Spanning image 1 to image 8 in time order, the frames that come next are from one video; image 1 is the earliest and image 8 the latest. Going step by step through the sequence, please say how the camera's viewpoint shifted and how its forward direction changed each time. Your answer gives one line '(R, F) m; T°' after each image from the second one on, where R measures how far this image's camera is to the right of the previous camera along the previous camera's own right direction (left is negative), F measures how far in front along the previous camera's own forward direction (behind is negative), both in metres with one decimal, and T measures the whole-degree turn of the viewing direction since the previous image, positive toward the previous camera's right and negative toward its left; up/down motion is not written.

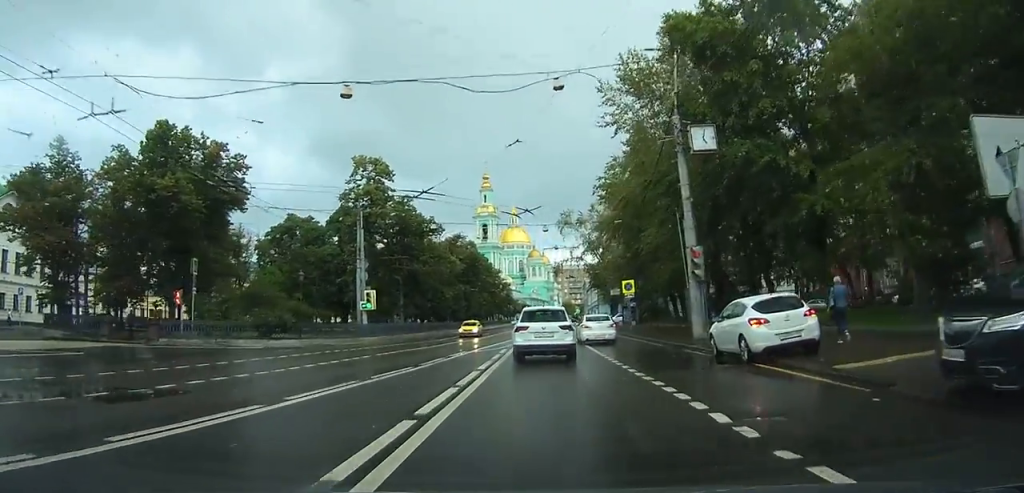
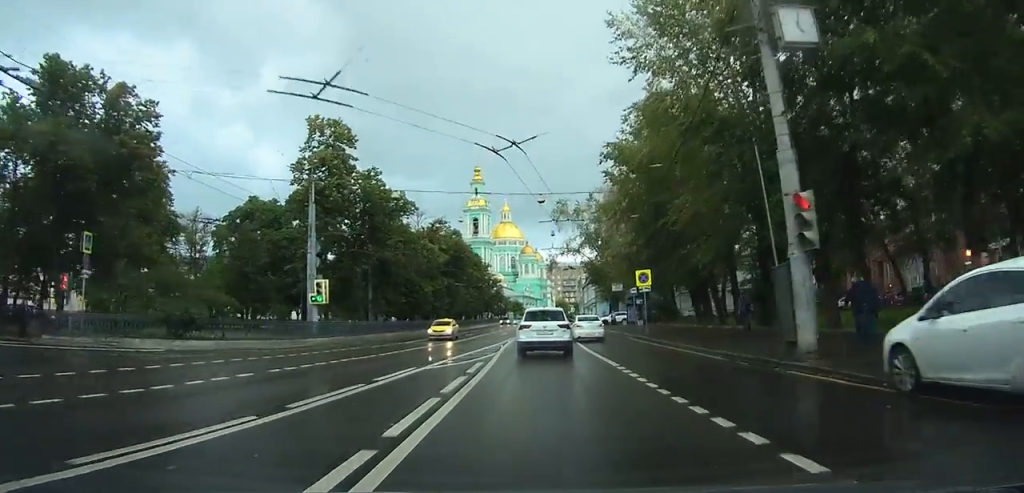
(0.0, +8.1) m; +1°
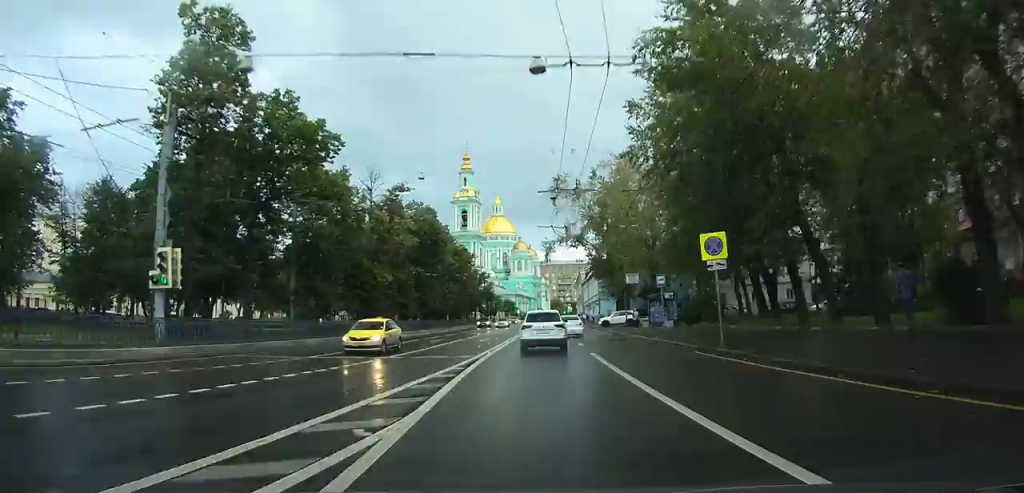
(+0.3, +14.2) m; +2°
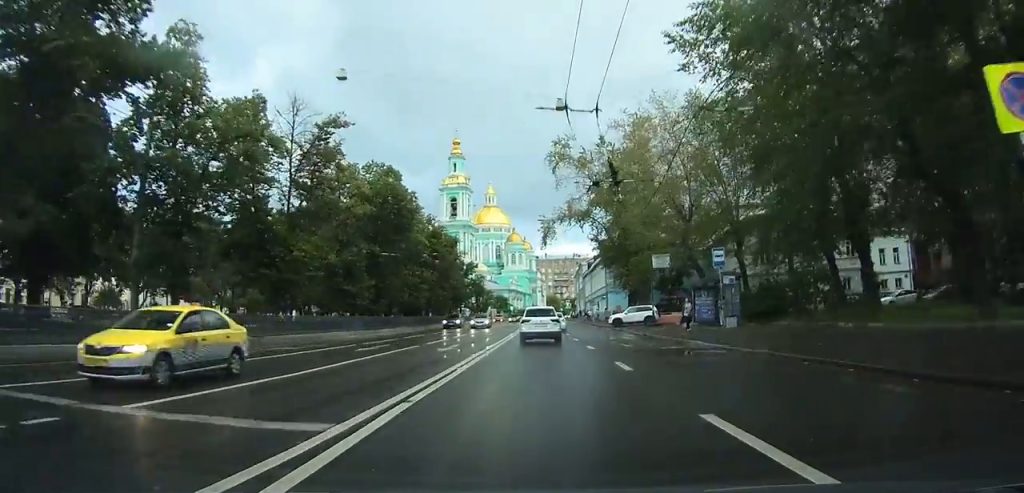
(+0.2, +14.0) m; +1°
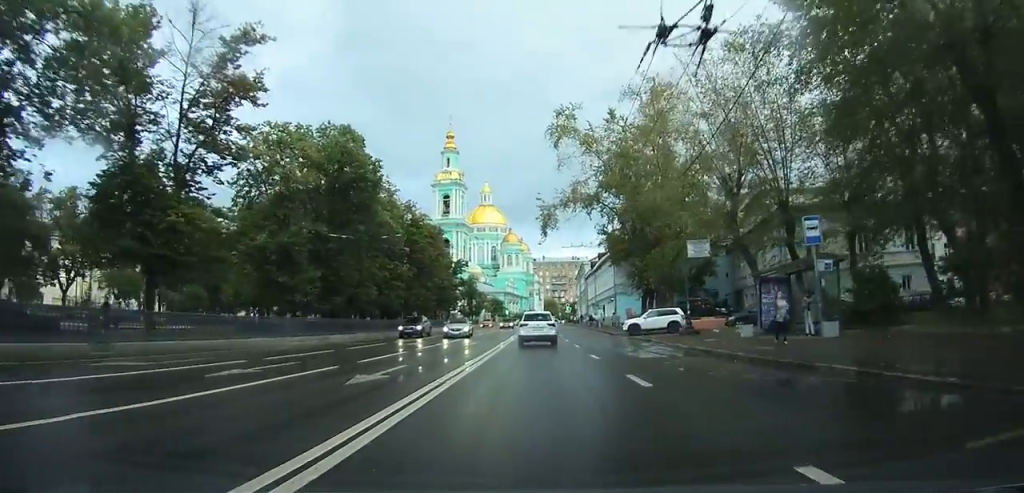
(0.0, +10.1) m; 0°
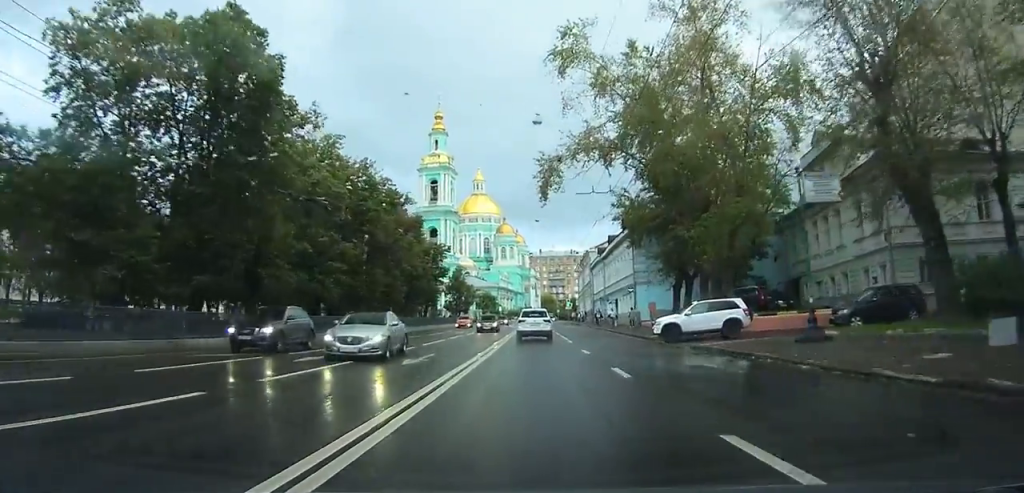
(0.0, +14.2) m; +1°
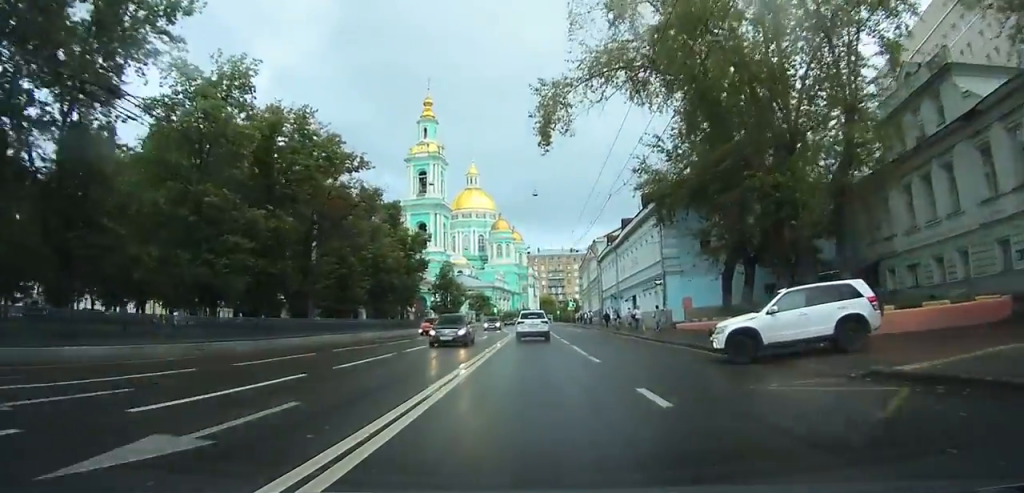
(+0.1, +11.7) m; +1°
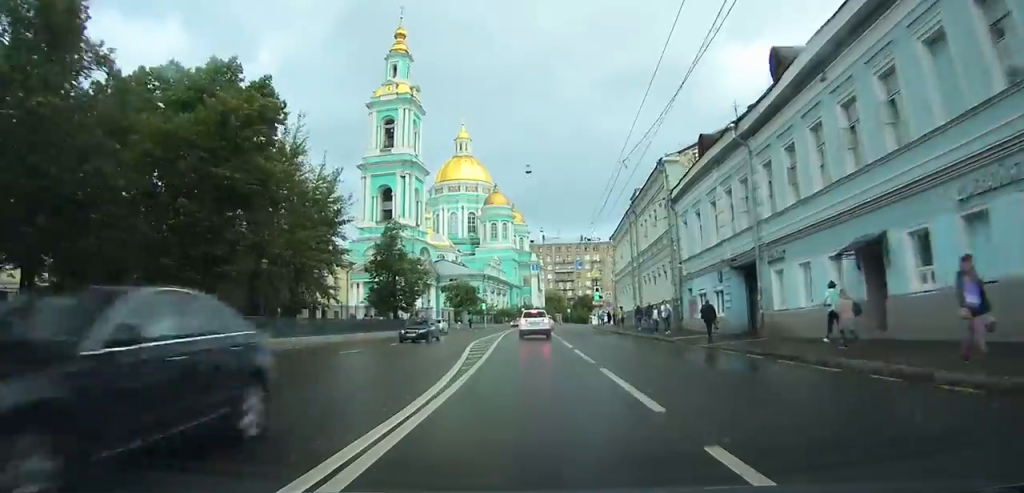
(+0.3, +35.4) m; 0°
